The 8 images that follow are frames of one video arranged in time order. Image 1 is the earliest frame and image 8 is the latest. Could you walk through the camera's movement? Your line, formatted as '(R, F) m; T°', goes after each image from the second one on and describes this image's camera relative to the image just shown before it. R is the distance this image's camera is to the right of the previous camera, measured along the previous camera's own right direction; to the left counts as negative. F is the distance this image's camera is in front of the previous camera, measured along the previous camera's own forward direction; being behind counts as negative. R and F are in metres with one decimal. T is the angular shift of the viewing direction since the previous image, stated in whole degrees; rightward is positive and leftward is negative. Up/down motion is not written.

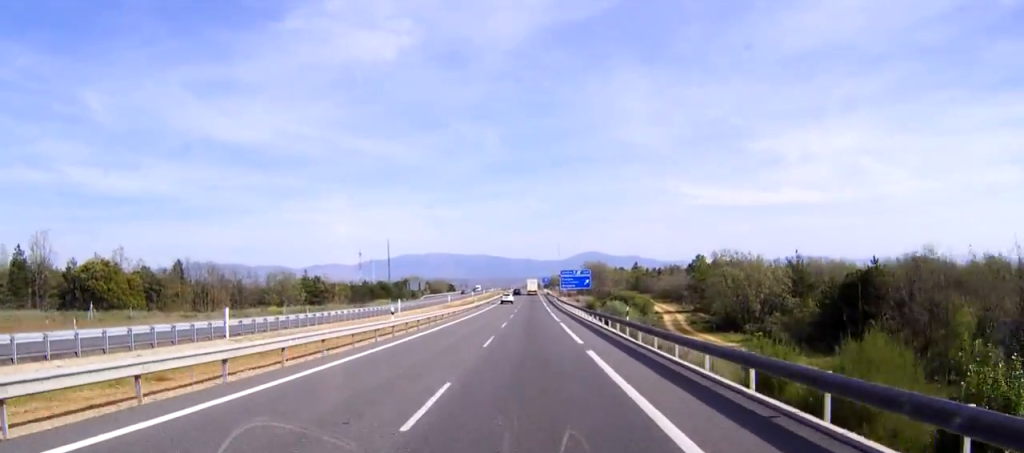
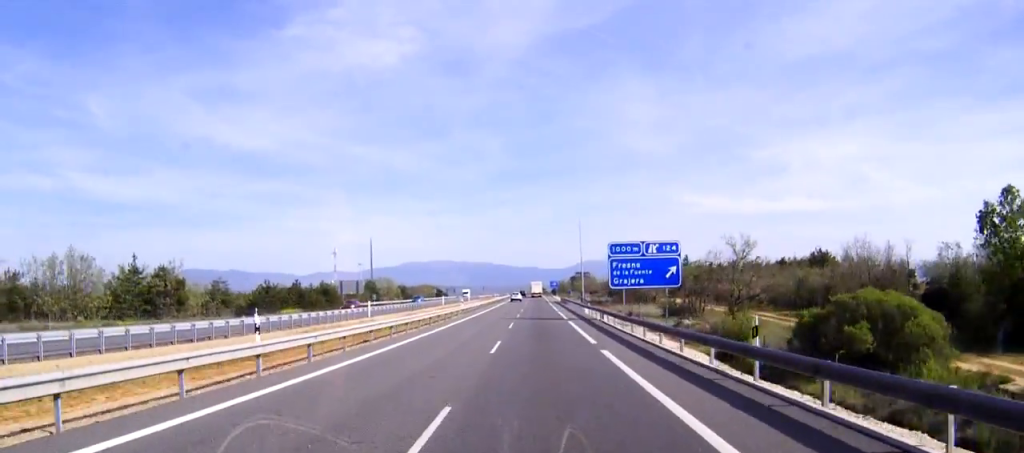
(0.0, +70.9) m; 0°
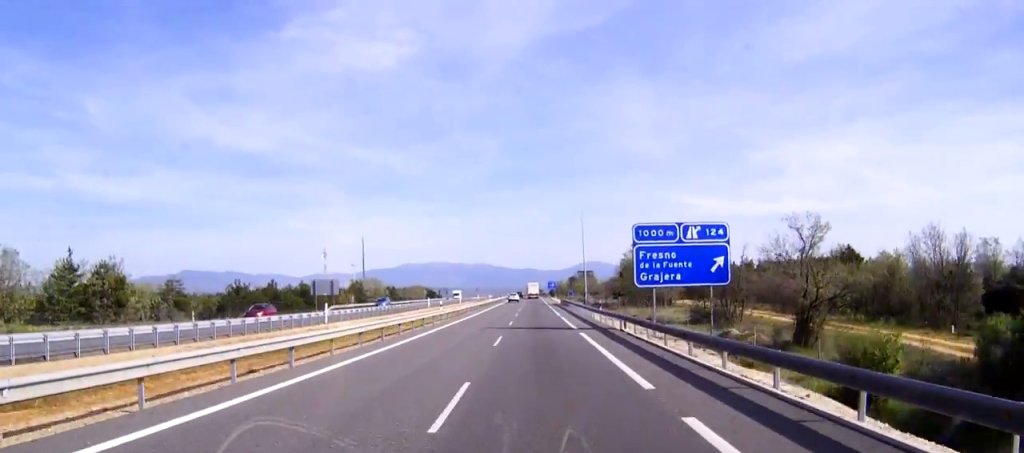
(0.0, +13.5) m; 0°
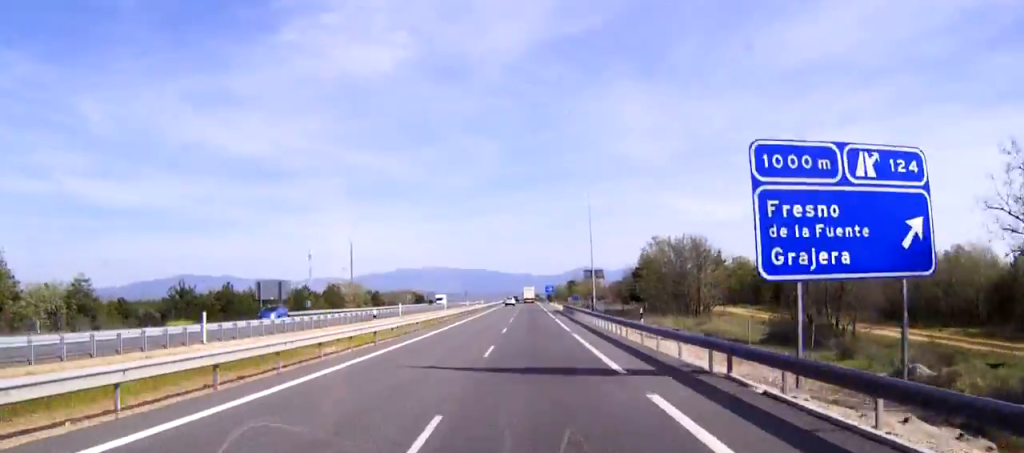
(0.0, +20.8) m; 0°
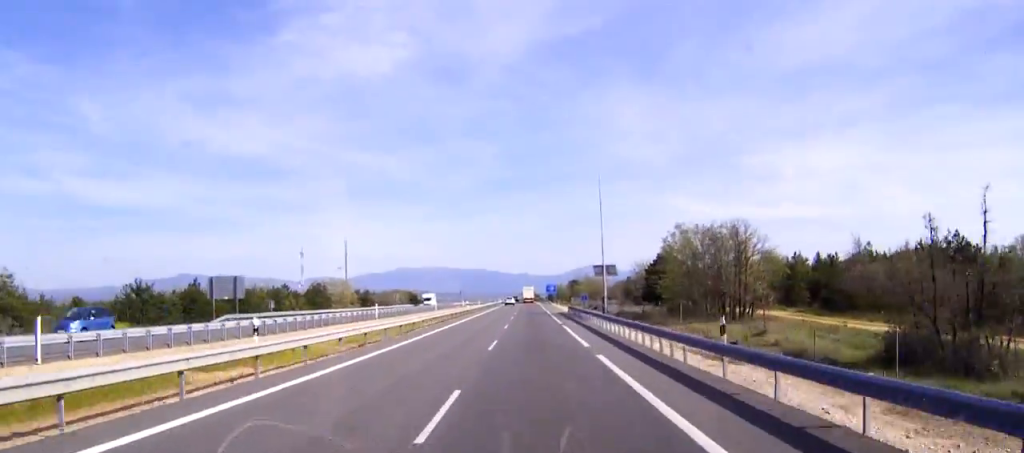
(0.0, +13.5) m; 0°
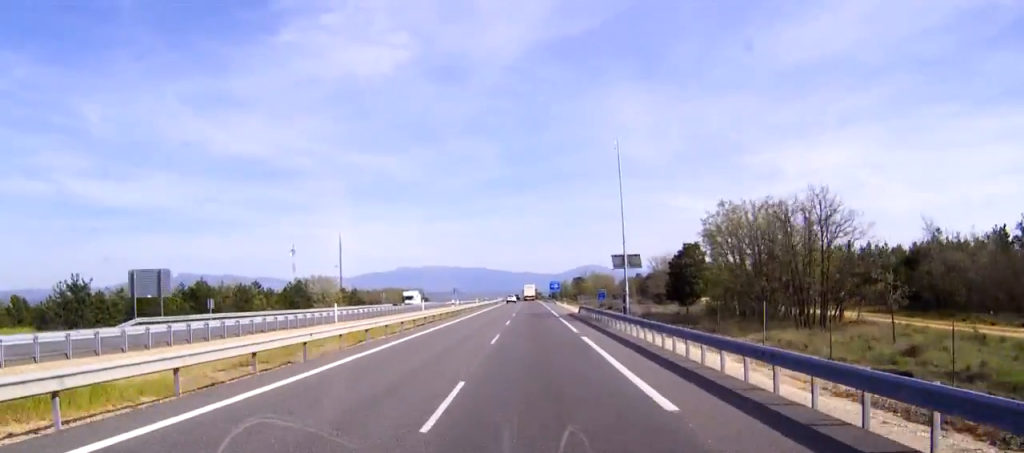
(+0.1, +16.1) m; 0°
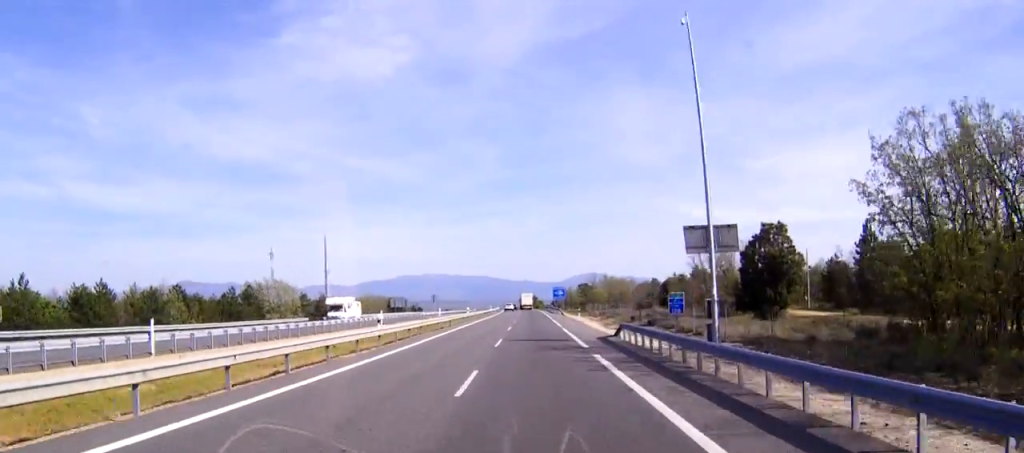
(0.0, +29.5) m; 0°
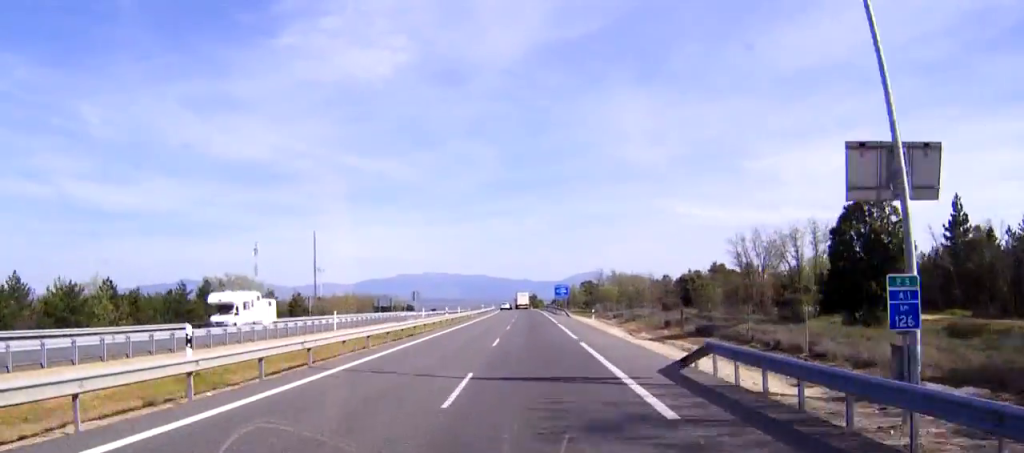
(0.0, +17.9) m; 0°
